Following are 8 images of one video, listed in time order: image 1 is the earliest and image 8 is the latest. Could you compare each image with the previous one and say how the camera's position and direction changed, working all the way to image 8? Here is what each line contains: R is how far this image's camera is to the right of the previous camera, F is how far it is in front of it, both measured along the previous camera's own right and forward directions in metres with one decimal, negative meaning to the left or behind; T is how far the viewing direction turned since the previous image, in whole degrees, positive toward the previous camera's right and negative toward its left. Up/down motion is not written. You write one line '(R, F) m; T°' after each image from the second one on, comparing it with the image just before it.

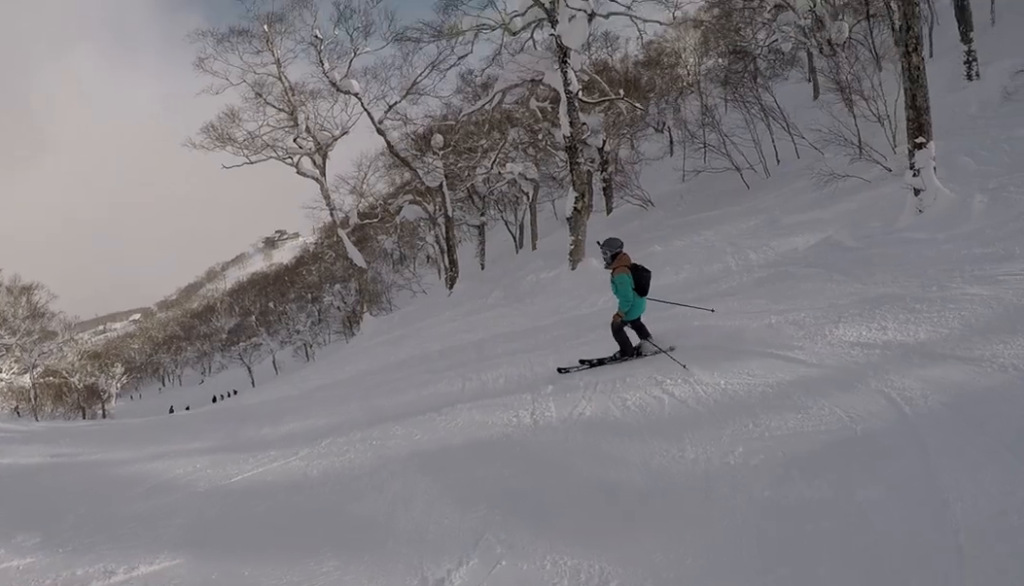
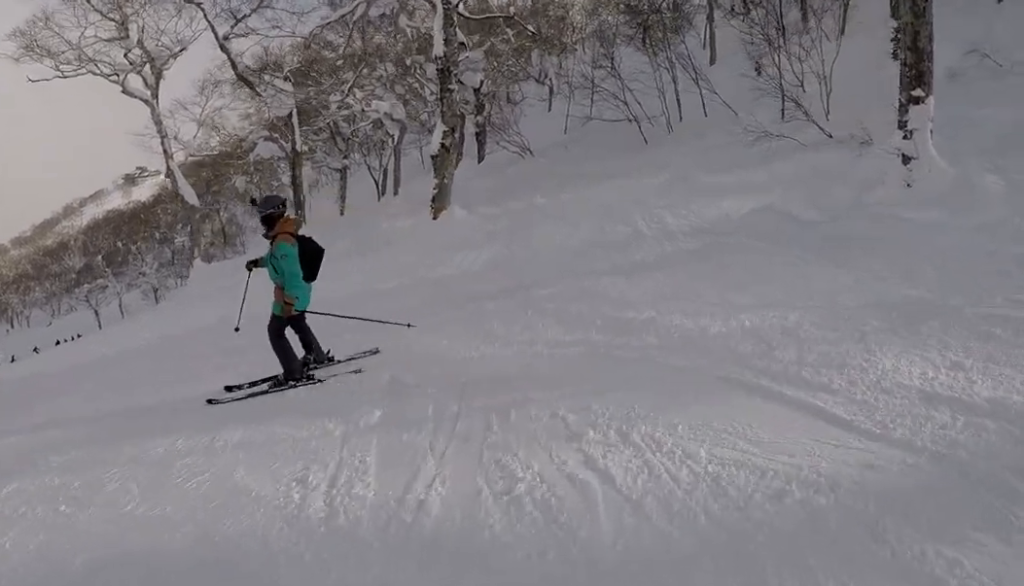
(+0.5, +2.8) m; +9°
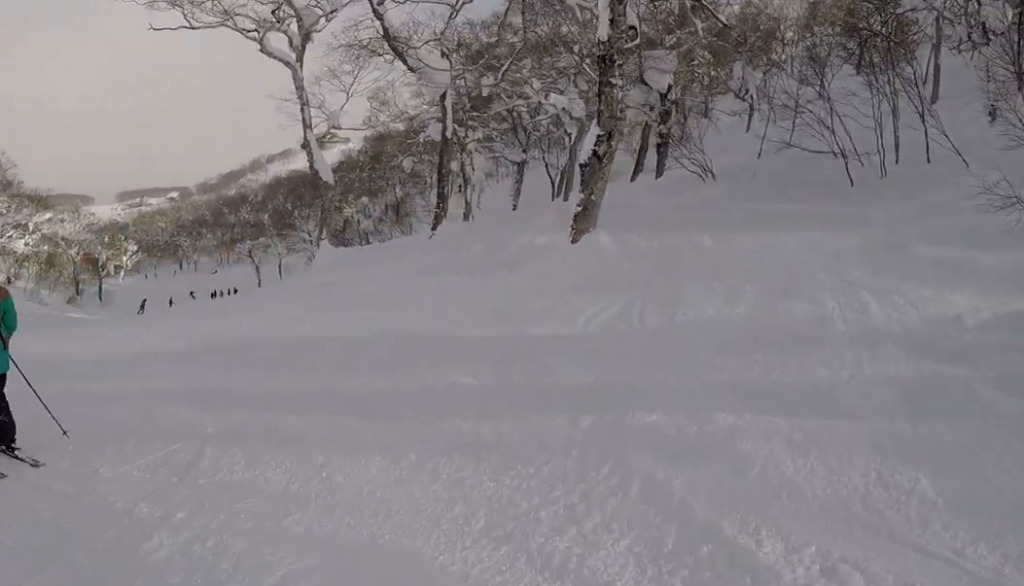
(+0.2, +2.8) m; -4°
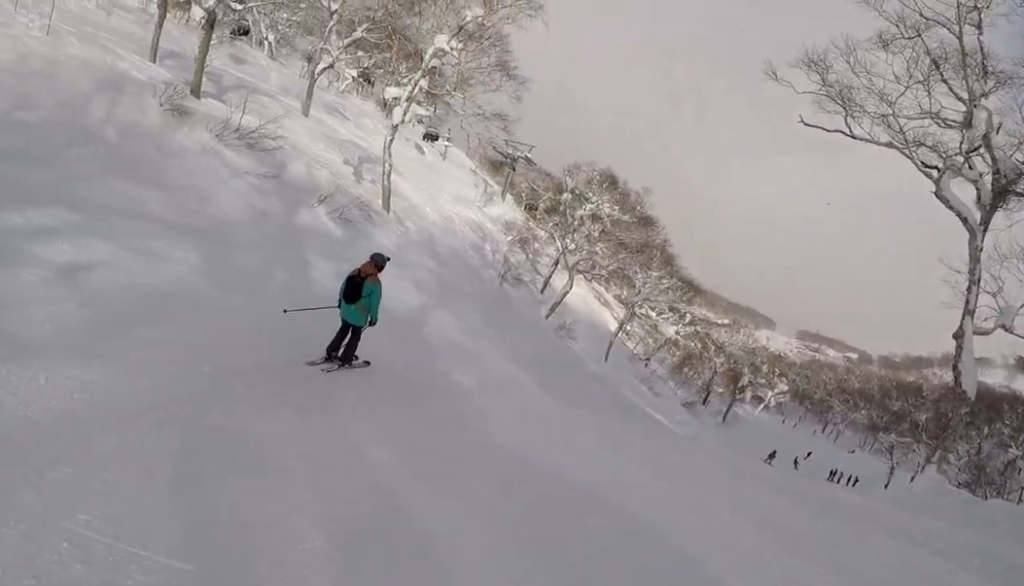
(-0.4, +3.4) m; -33°
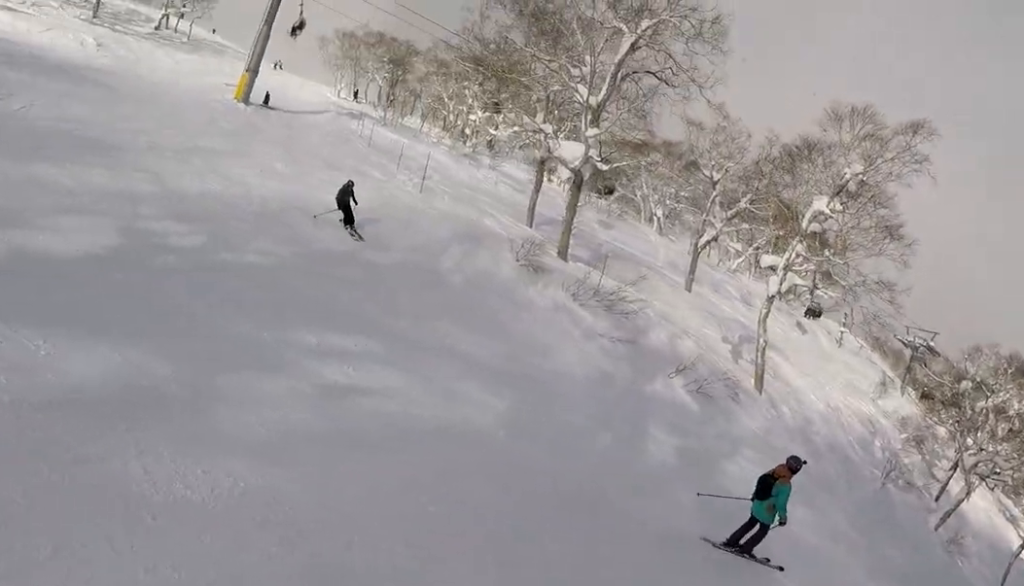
(-0.3, +1.7) m; -25°
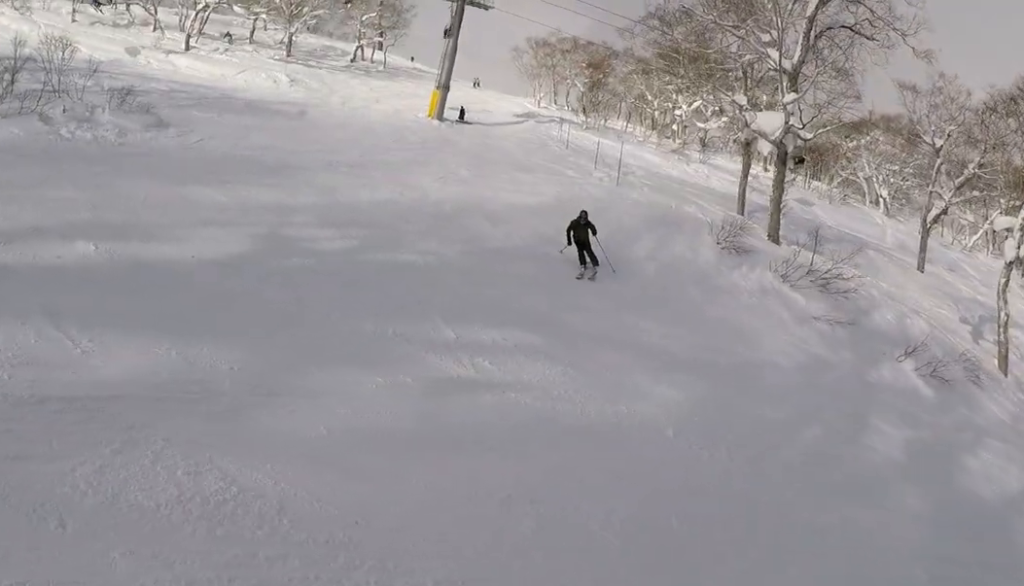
(-0.6, +1.1) m; -27°
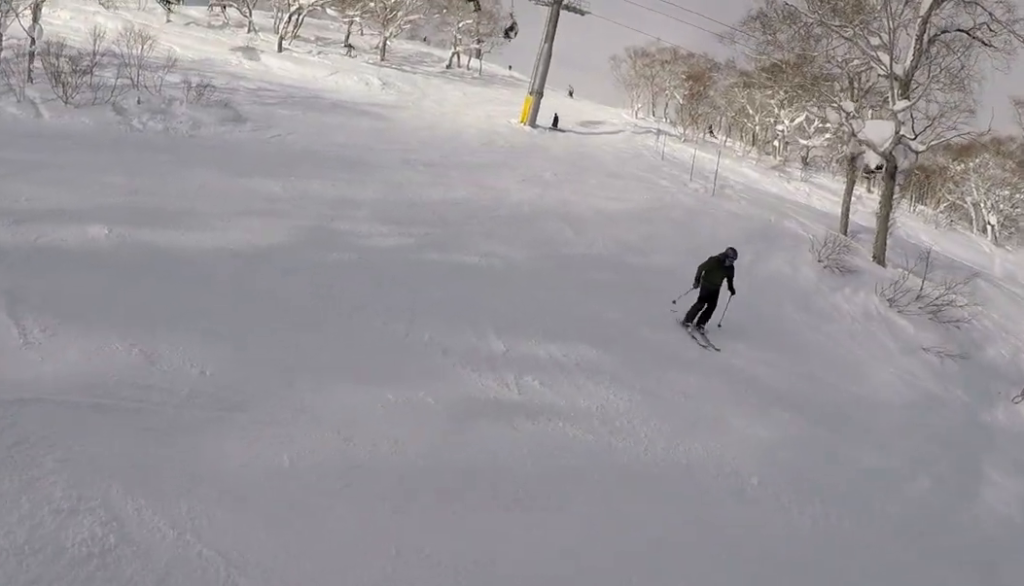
(-0.4, +1.1) m; -23°
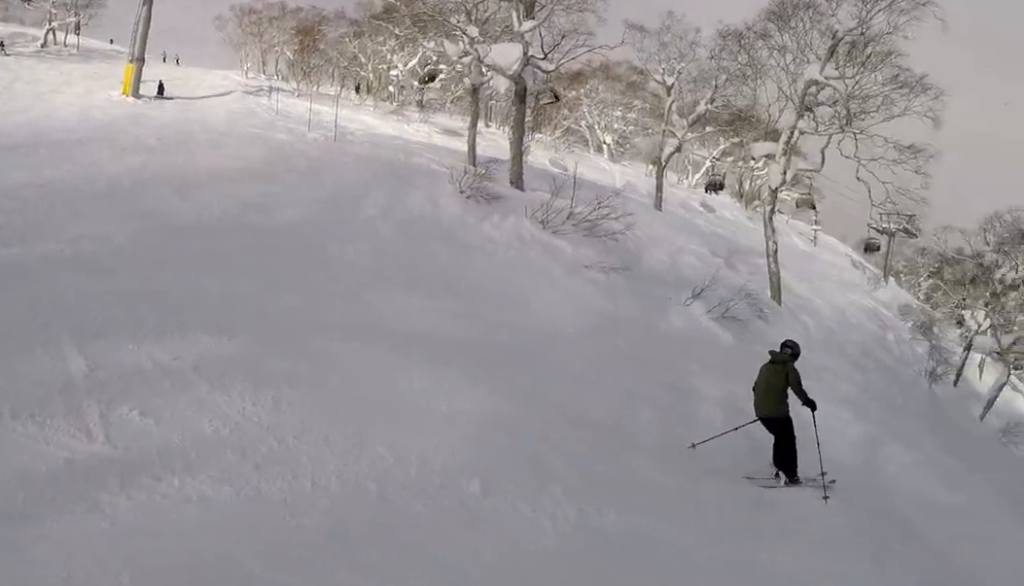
(-0.1, +2.5) m; +10°
